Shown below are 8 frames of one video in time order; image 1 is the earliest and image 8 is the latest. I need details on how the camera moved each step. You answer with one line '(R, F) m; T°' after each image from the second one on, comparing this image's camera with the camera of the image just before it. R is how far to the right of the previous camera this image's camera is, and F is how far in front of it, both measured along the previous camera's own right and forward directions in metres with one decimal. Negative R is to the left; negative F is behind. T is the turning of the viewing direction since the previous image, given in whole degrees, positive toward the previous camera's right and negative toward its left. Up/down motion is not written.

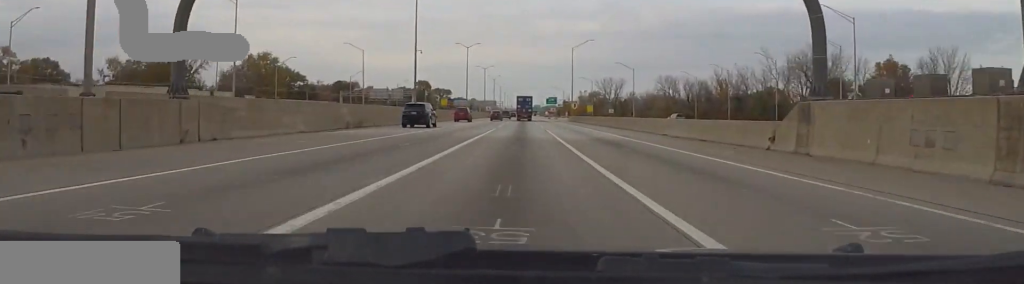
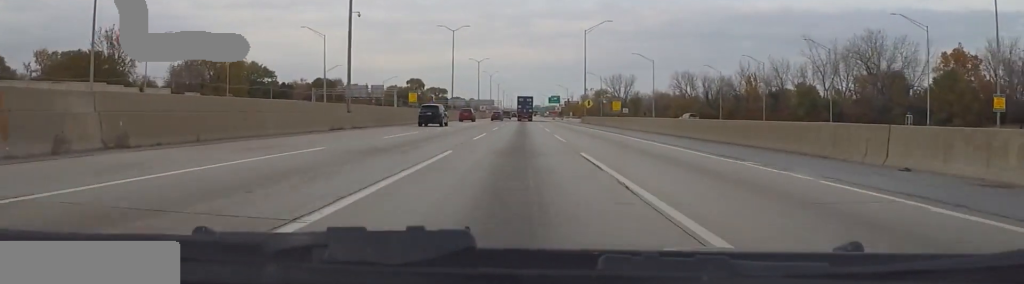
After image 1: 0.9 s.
(0.0, +26.7) m; 0°
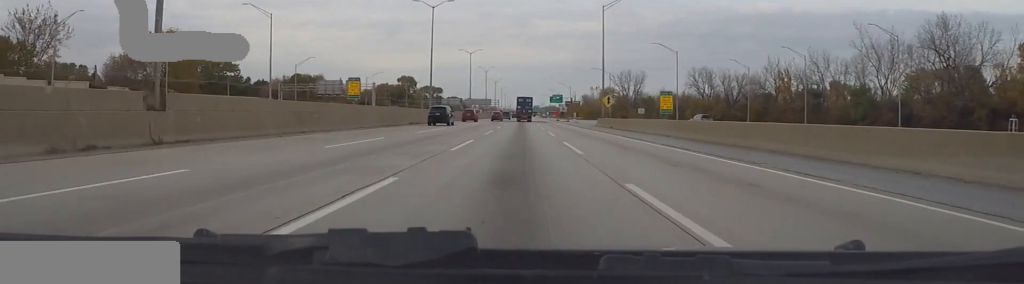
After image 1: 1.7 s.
(0.0, +23.6) m; 0°
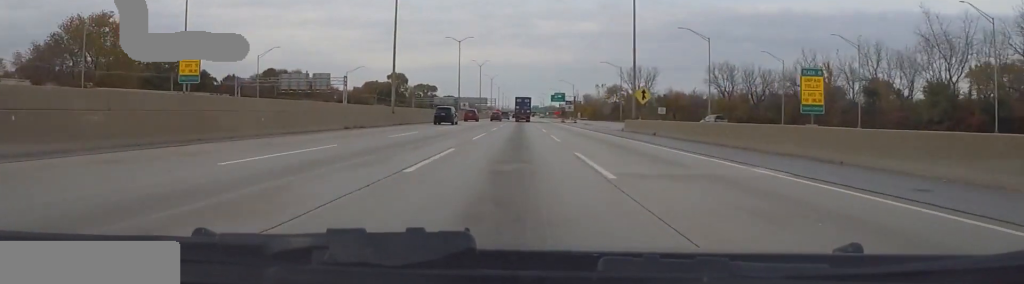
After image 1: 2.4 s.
(0.0, +21.9) m; 0°
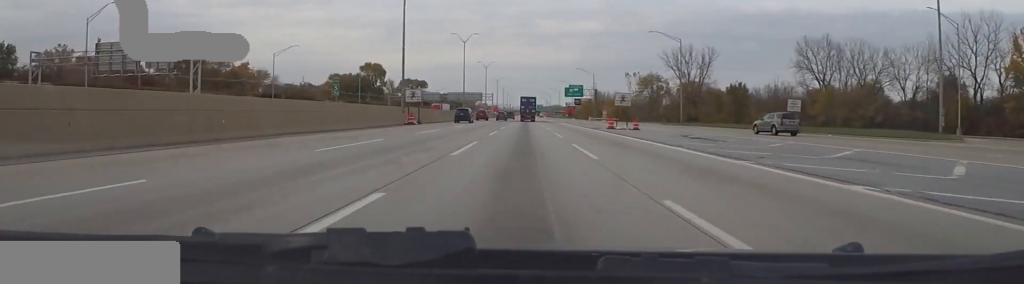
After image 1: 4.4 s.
(0.0, +54.8) m; 0°
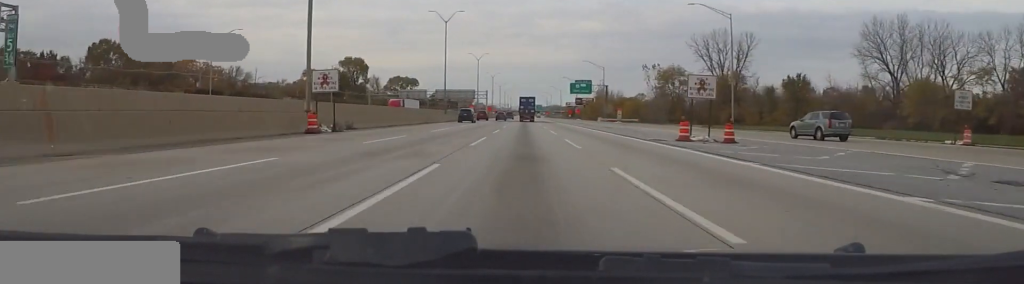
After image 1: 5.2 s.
(0.0, +24.9) m; 0°
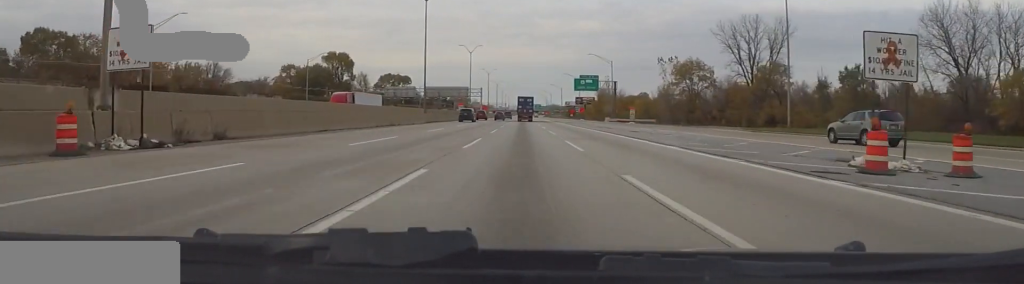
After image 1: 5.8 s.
(0.0, +16.6) m; 0°
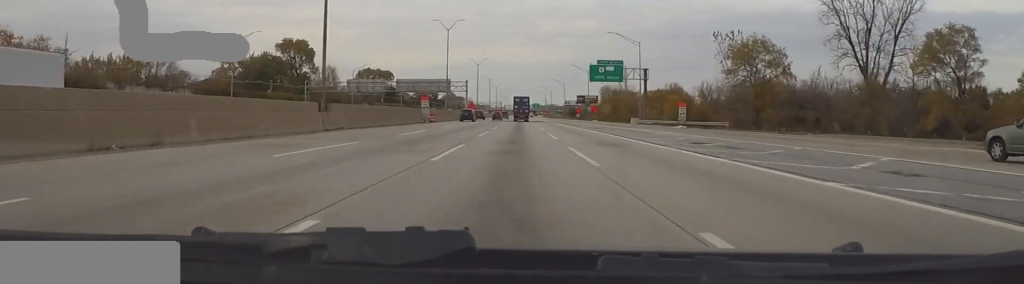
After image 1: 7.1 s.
(0.0, +35.9) m; 0°
